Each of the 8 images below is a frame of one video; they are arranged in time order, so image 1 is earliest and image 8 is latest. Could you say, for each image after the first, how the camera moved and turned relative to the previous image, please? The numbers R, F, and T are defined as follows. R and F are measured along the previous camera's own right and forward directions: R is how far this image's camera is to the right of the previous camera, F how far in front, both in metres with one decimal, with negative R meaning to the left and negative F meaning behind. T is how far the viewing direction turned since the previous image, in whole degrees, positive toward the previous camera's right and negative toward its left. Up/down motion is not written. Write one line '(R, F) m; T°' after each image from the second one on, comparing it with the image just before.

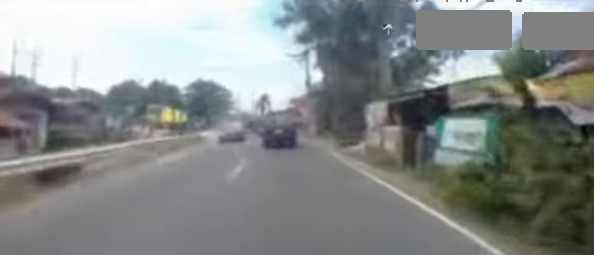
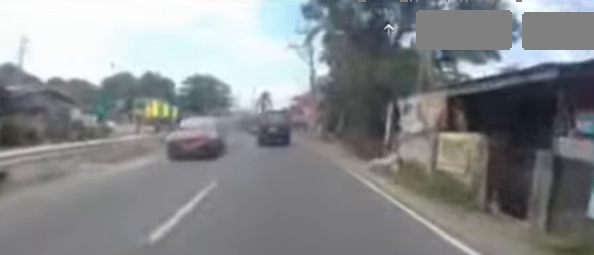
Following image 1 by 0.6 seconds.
(-0.3, +3.7) m; 0°
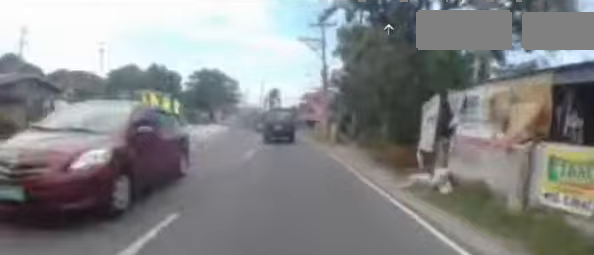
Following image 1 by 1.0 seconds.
(+0.2, +2.5) m; 0°
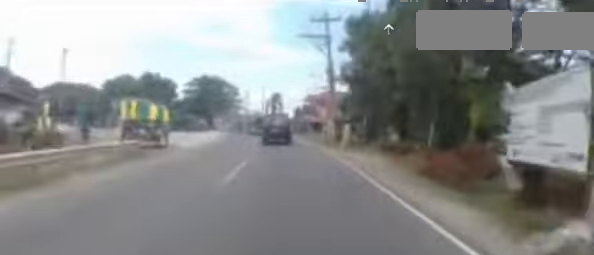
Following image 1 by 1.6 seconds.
(+0.3, +3.5) m; 0°
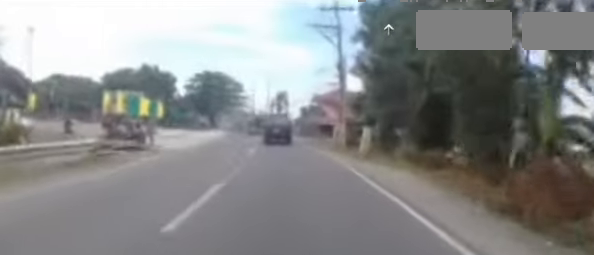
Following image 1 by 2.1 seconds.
(-0.2, +2.9) m; -1°
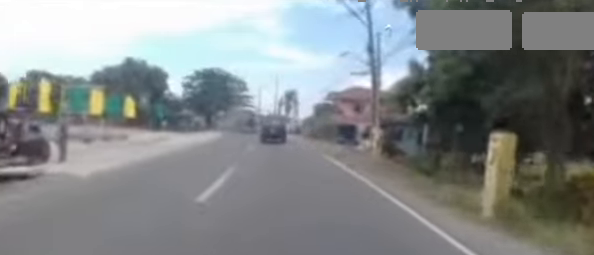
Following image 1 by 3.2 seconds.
(-0.2, +7.7) m; -3°
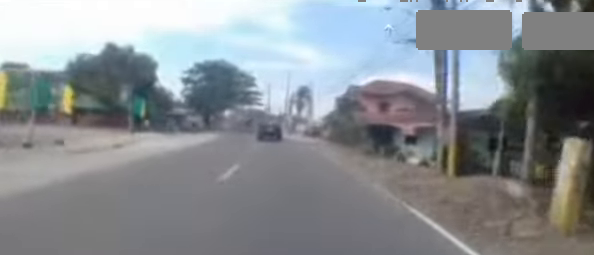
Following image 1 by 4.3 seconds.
(-0.3, +7.8) m; -2°
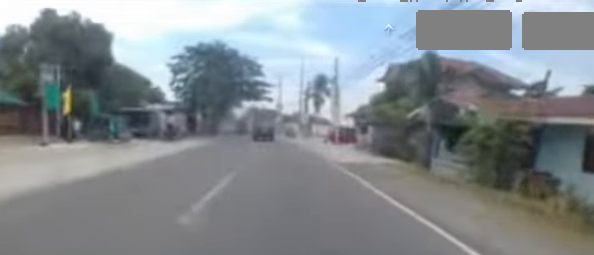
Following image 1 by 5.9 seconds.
(+0.1, +12.1) m; +1°
